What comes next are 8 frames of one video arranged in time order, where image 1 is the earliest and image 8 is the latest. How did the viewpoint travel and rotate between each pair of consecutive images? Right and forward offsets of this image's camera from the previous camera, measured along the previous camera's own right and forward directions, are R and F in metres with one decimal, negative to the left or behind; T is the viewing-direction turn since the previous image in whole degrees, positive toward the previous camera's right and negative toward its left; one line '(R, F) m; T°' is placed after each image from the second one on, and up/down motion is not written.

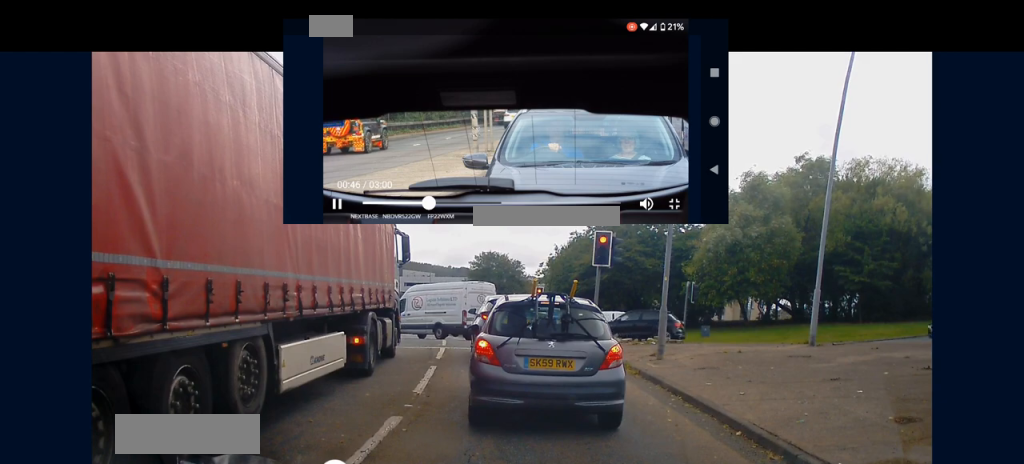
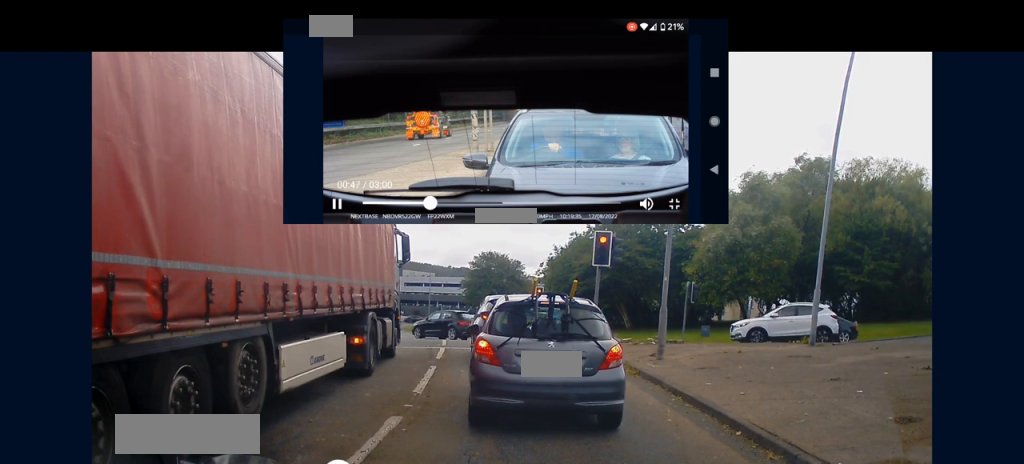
(0.0, 0.0) m; 0°
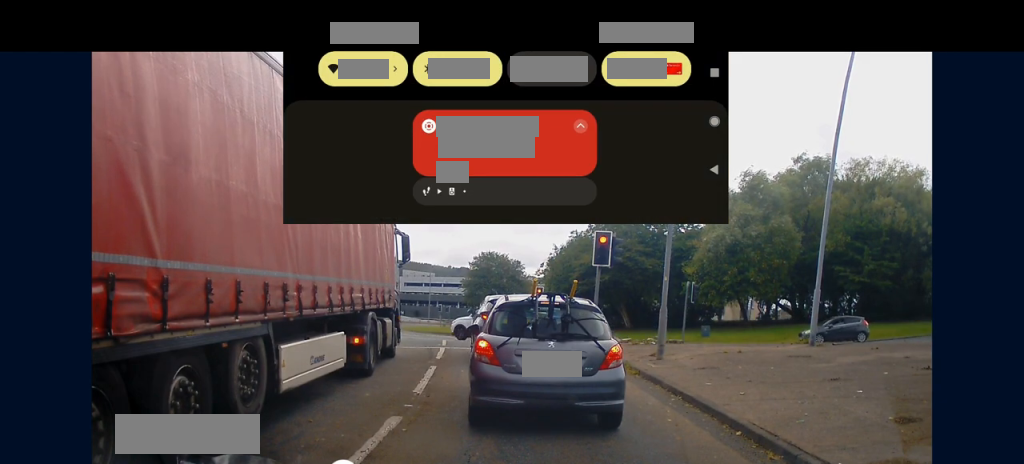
(0.0, 0.0) m; 0°
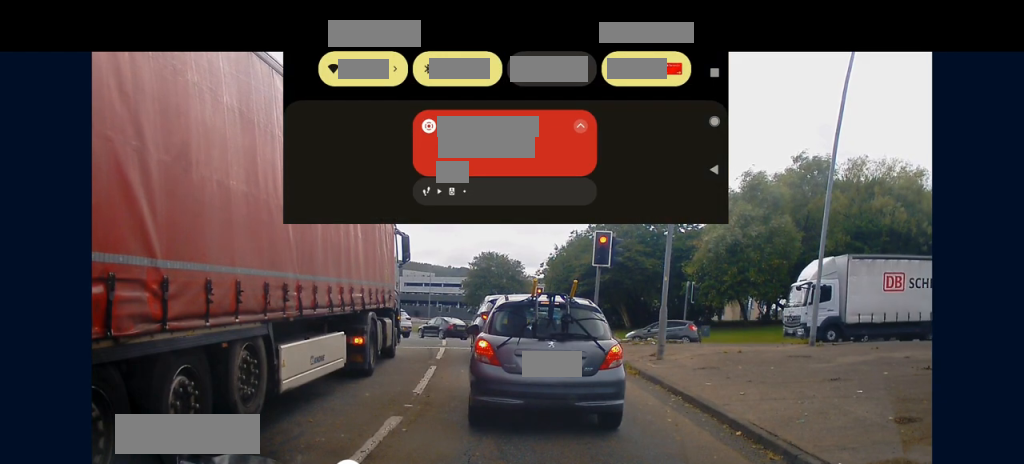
(0.0, 0.0) m; 0°
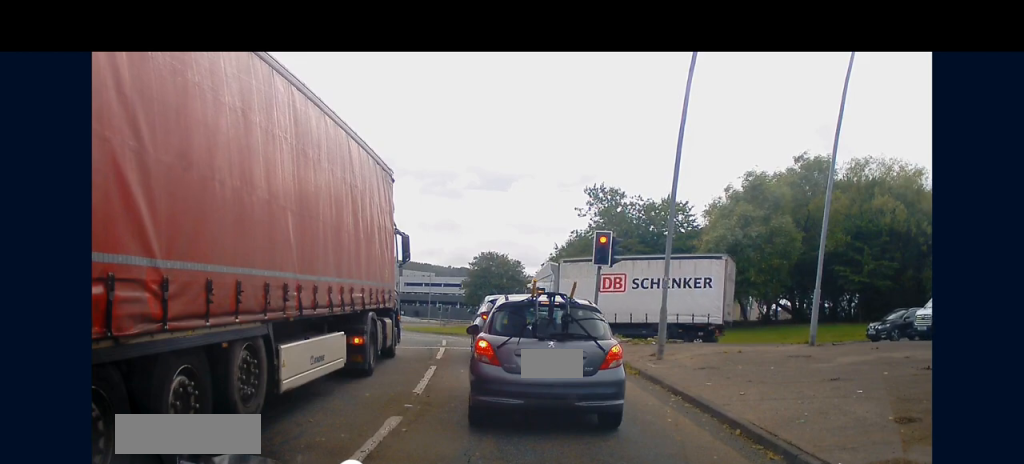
(0.0, 0.0) m; 0°
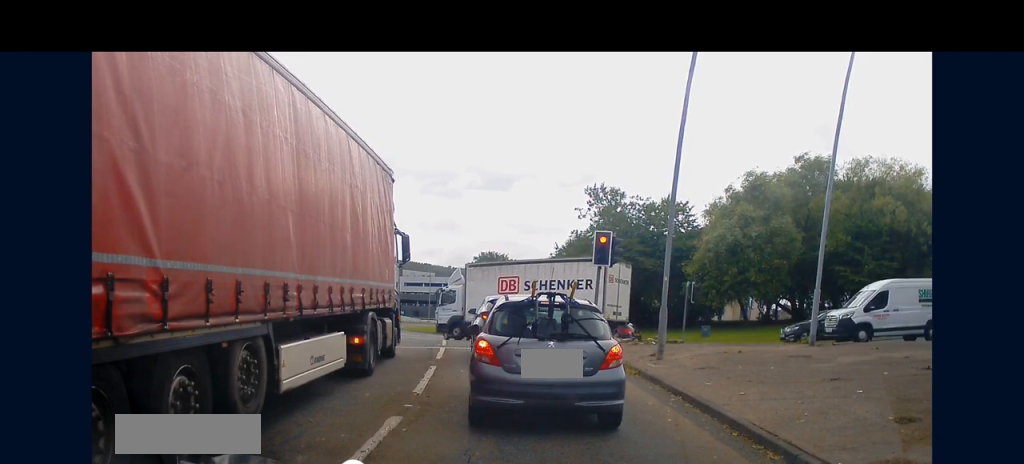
(0.0, 0.0) m; 0°
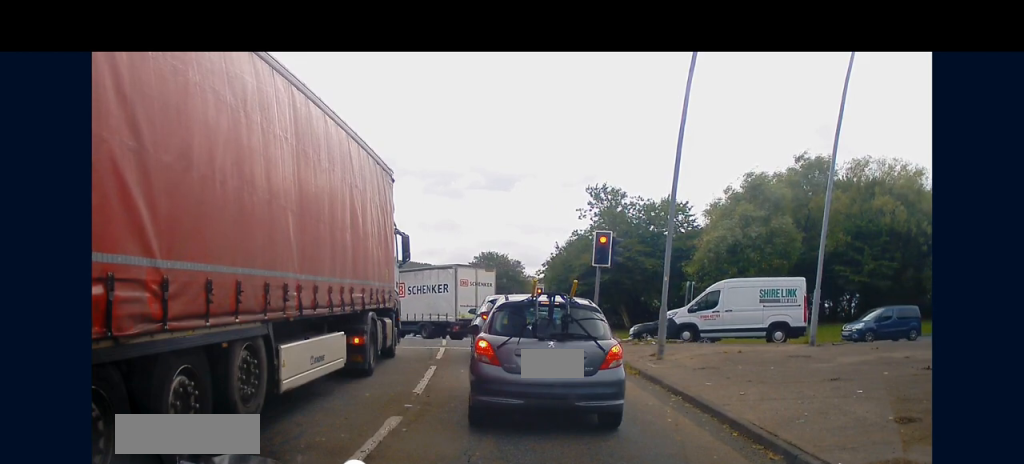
(0.0, 0.0) m; 0°
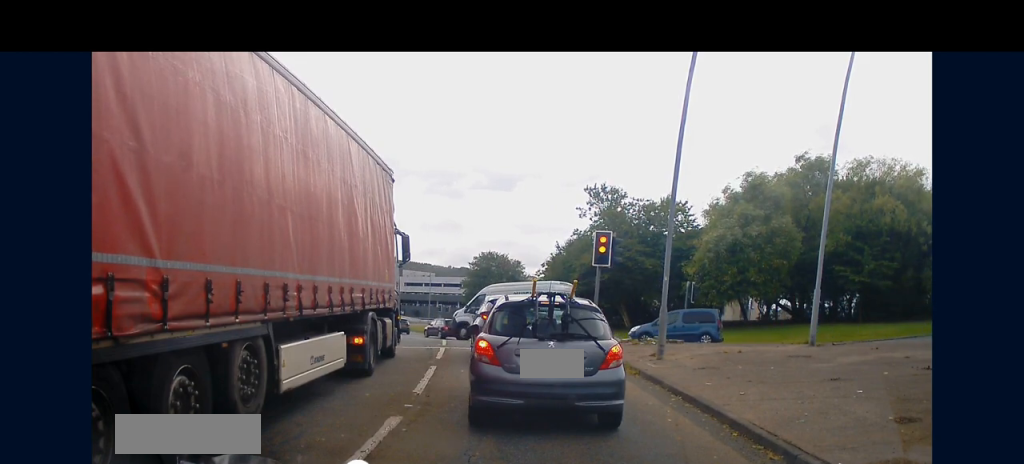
(0.0, 0.0) m; 0°
